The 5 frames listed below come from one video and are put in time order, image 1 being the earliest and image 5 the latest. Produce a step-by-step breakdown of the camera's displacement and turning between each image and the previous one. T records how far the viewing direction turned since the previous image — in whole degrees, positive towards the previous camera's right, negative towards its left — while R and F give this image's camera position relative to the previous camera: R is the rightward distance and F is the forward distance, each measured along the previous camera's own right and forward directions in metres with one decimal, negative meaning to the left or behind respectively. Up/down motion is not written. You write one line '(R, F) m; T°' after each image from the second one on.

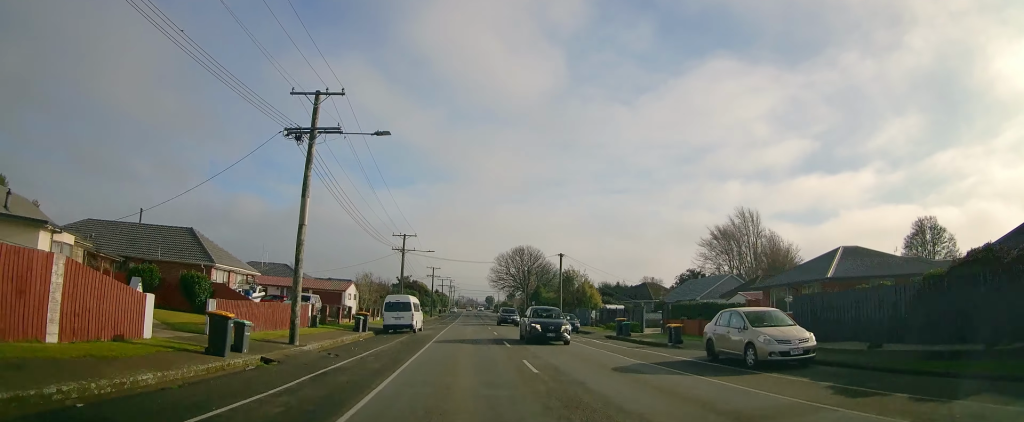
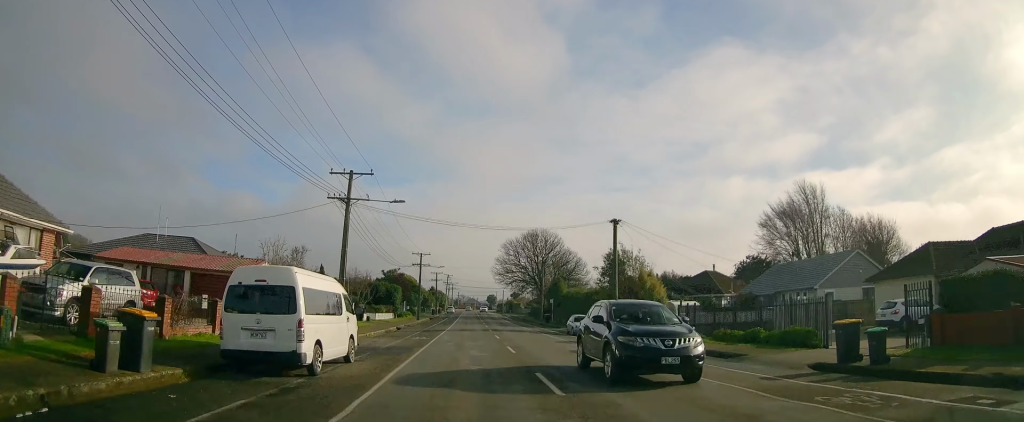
(-0.1, +22.0) m; -1°
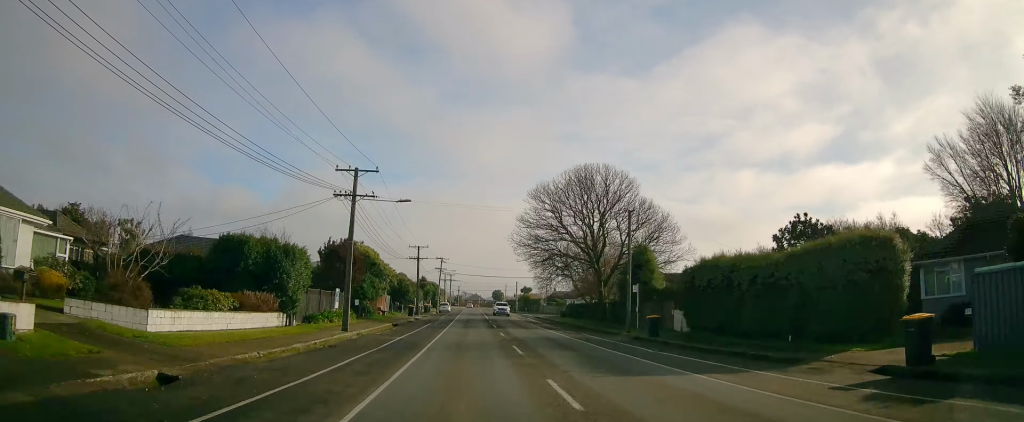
(-1.4, +38.9) m; -2°
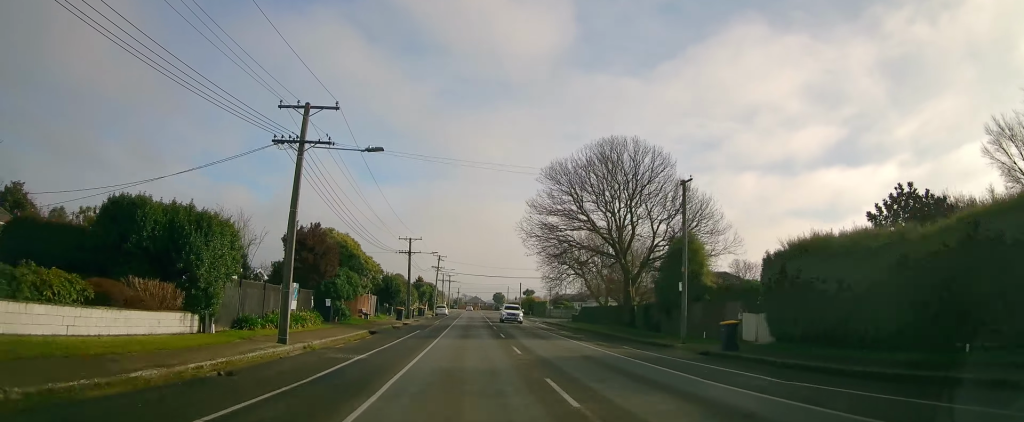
(+0.2, +8.8) m; +2°
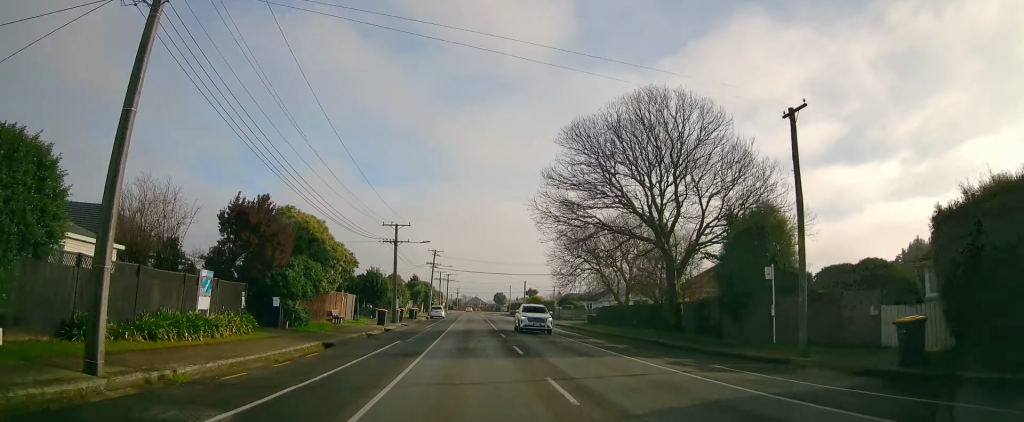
(+0.2, +9.4) m; +1°
